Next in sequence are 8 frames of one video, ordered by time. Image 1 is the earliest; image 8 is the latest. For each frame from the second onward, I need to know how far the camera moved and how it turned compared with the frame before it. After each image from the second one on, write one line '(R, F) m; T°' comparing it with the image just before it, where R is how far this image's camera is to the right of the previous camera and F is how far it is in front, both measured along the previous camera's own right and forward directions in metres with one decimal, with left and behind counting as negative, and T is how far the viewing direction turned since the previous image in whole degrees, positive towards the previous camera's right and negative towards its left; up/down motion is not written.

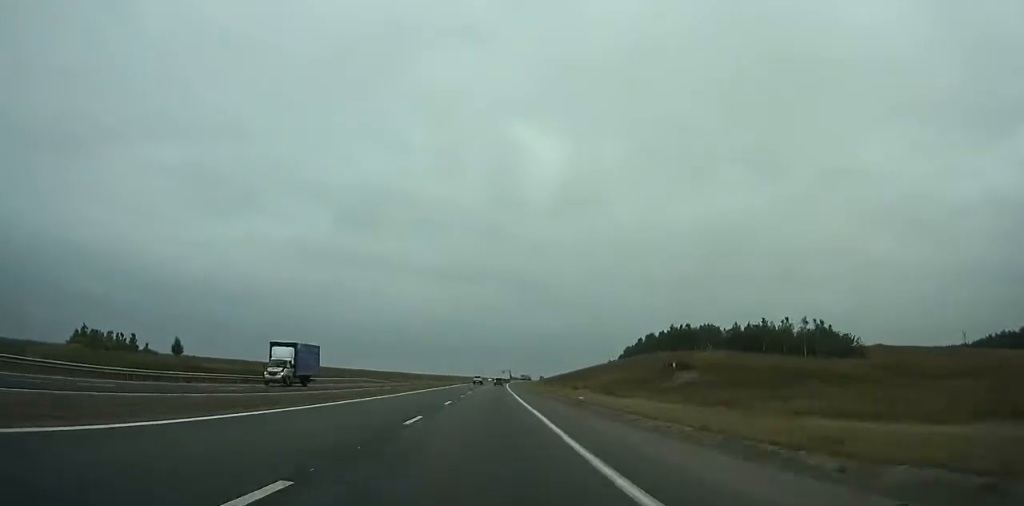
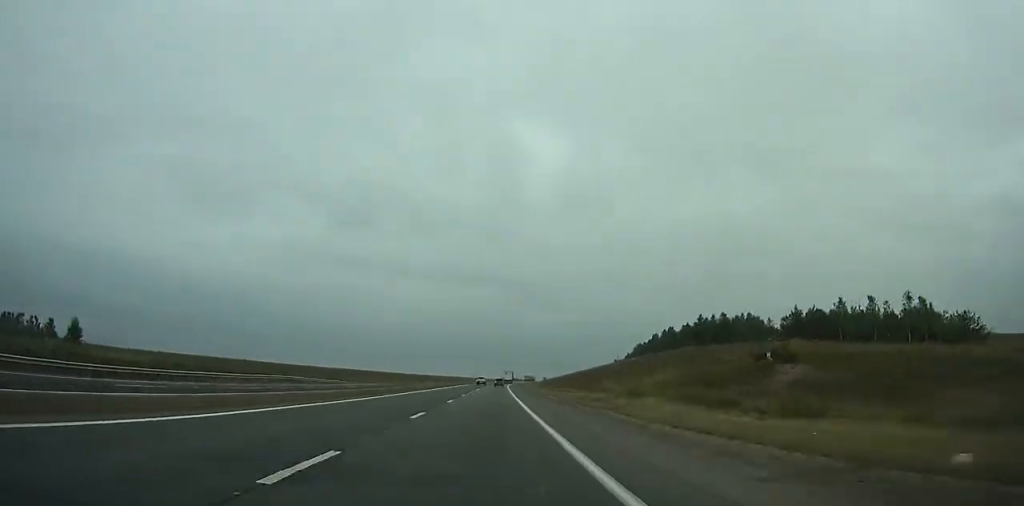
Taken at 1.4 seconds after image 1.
(0.0, +32.8) m; 0°
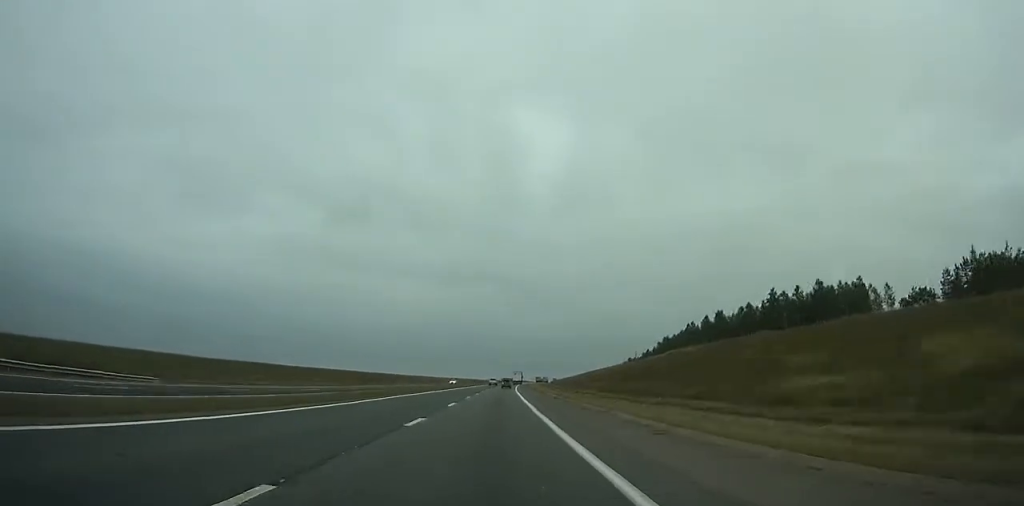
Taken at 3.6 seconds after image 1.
(+0.1, +51.1) m; 0°
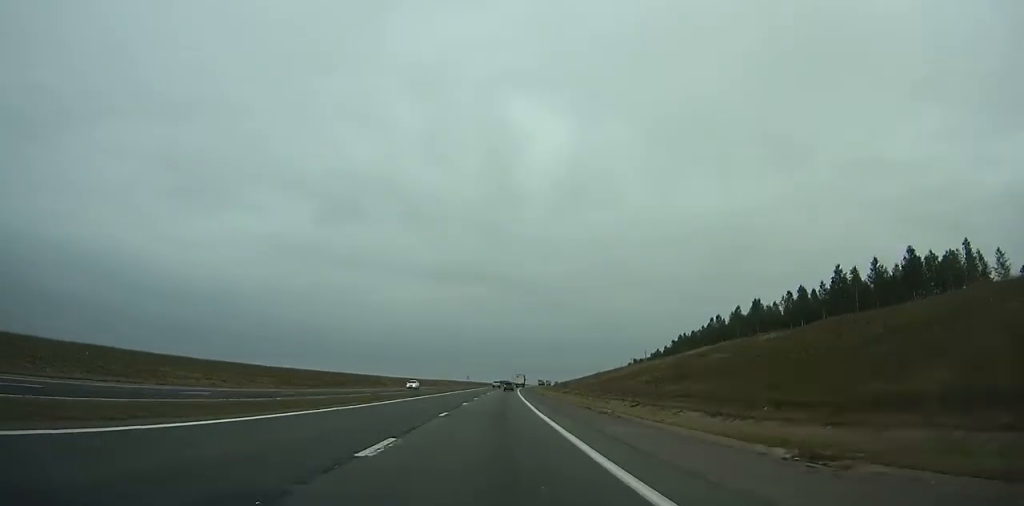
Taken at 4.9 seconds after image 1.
(0.0, +29.8) m; 0°
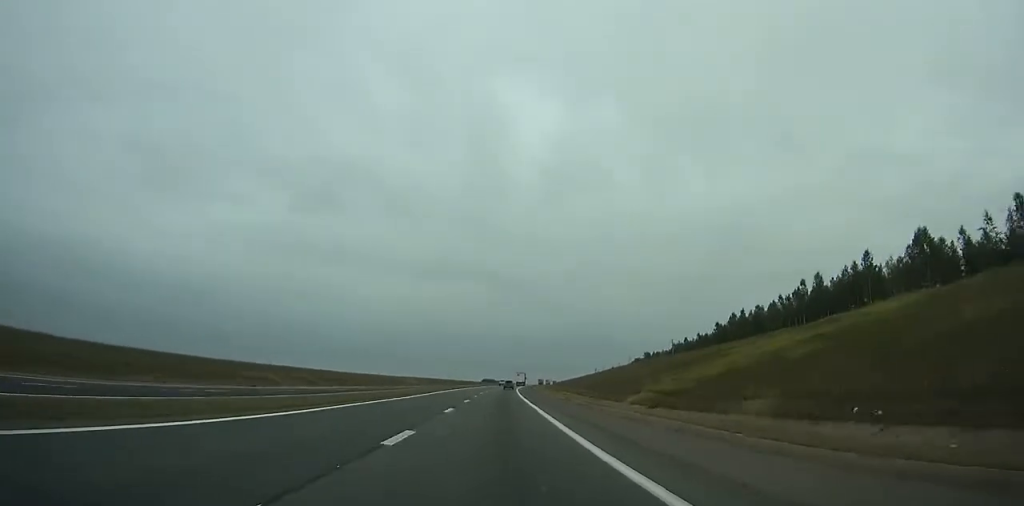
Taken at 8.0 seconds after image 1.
(+0.5, +70.0) m; +1°
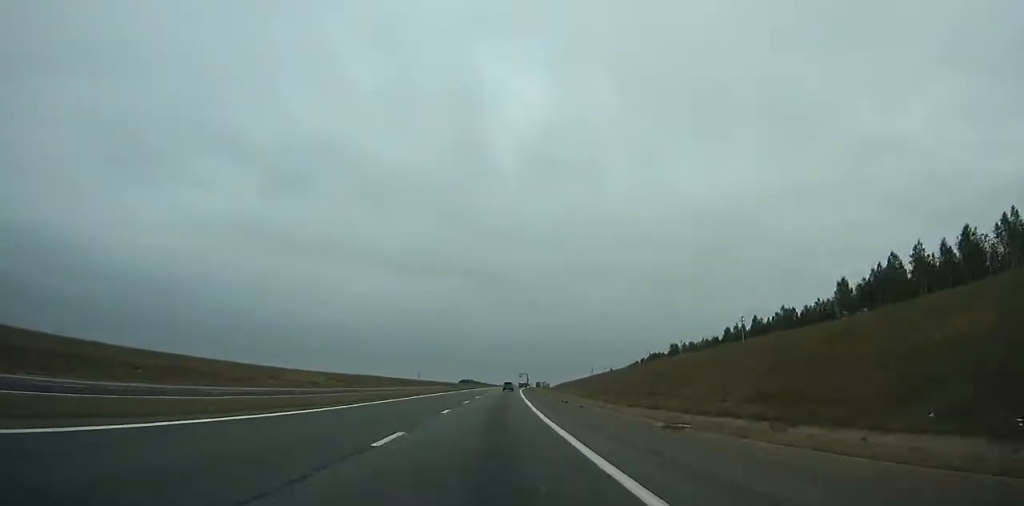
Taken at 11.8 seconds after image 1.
(+1.1, +84.6) m; +2°
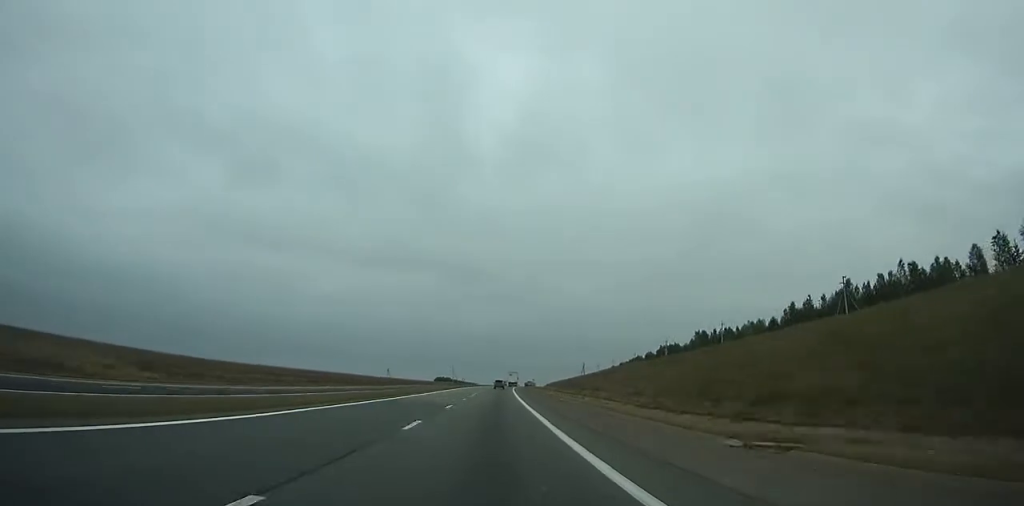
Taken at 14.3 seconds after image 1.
(+0.9, +55.4) m; +2°
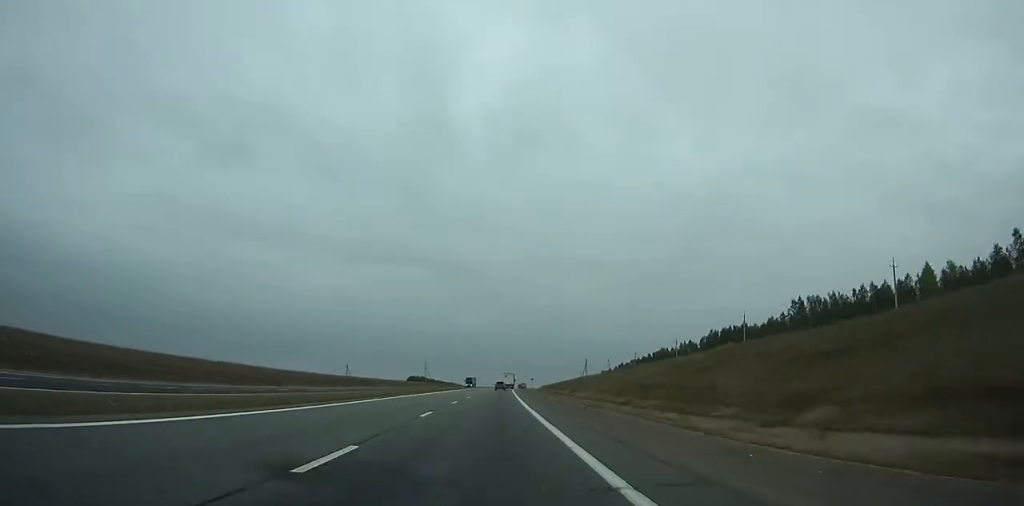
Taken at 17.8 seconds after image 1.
(+1.6, +78.0) m; +2°
